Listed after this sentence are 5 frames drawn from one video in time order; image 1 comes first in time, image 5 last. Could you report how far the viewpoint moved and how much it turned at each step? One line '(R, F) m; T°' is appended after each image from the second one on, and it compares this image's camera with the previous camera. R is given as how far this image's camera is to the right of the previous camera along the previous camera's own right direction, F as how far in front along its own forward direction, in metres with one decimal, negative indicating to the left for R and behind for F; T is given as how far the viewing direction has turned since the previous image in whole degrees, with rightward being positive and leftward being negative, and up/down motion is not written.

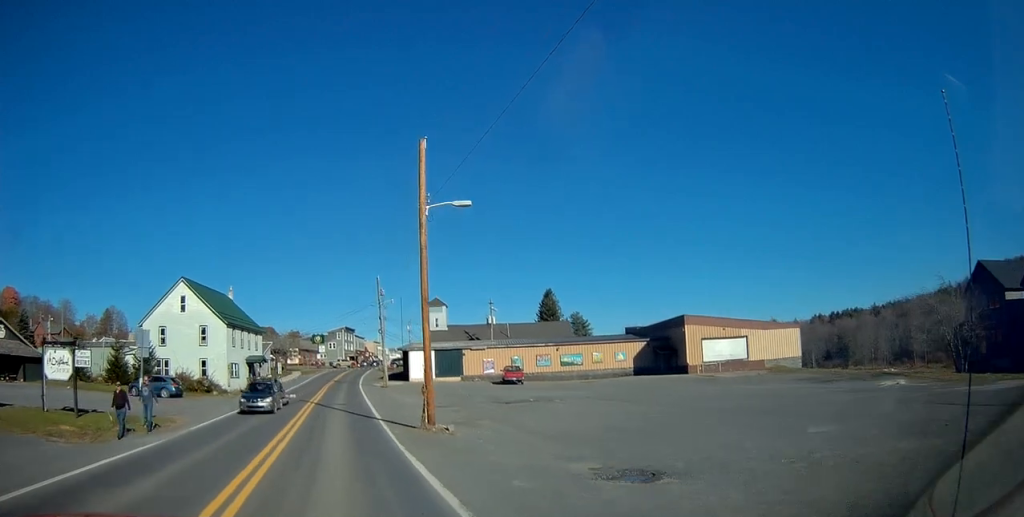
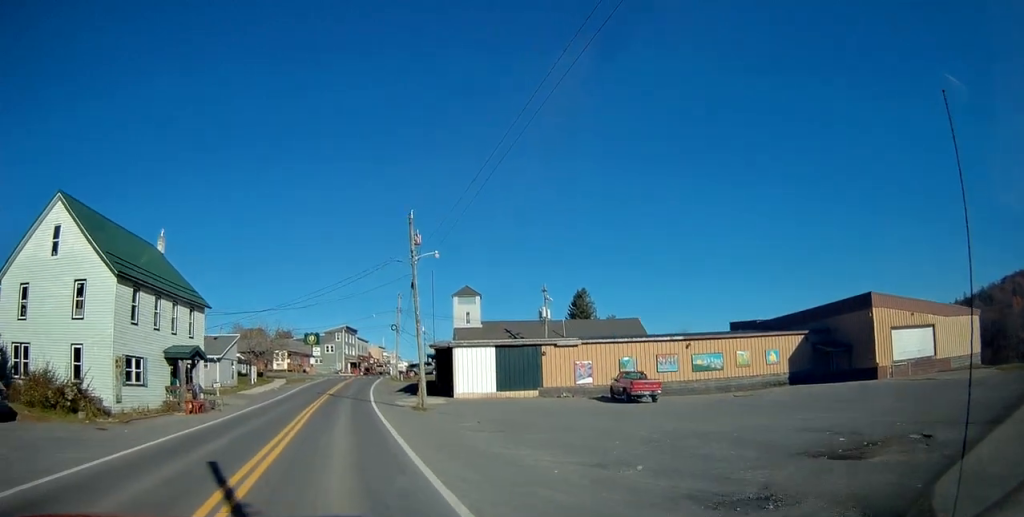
(0.0, +25.2) m; -2°
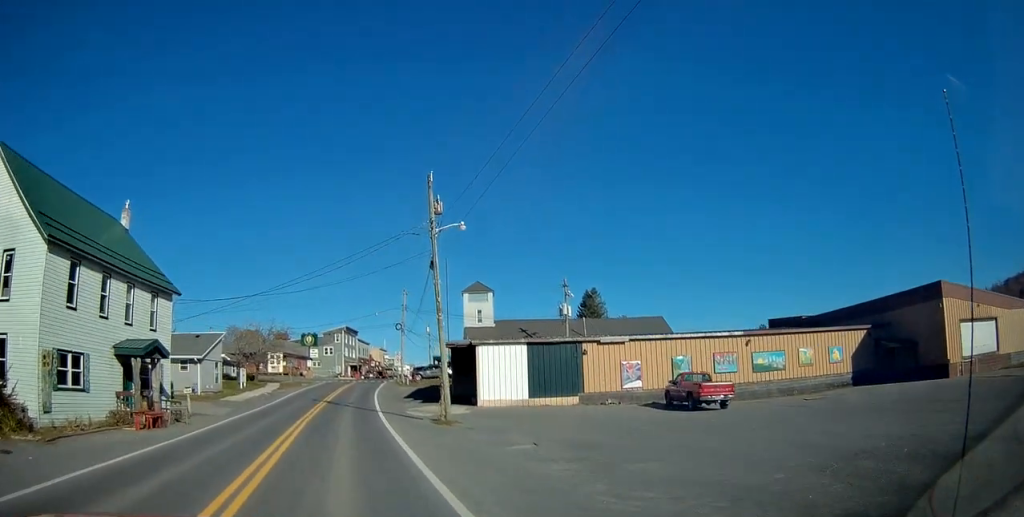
(-0.1, +6.8) m; +1°
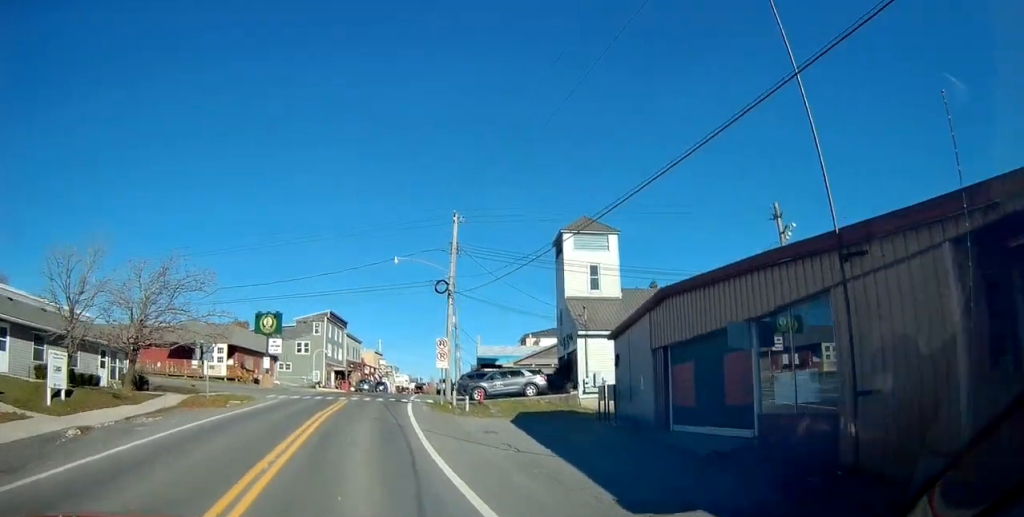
(+0.9, +35.7) m; +3°
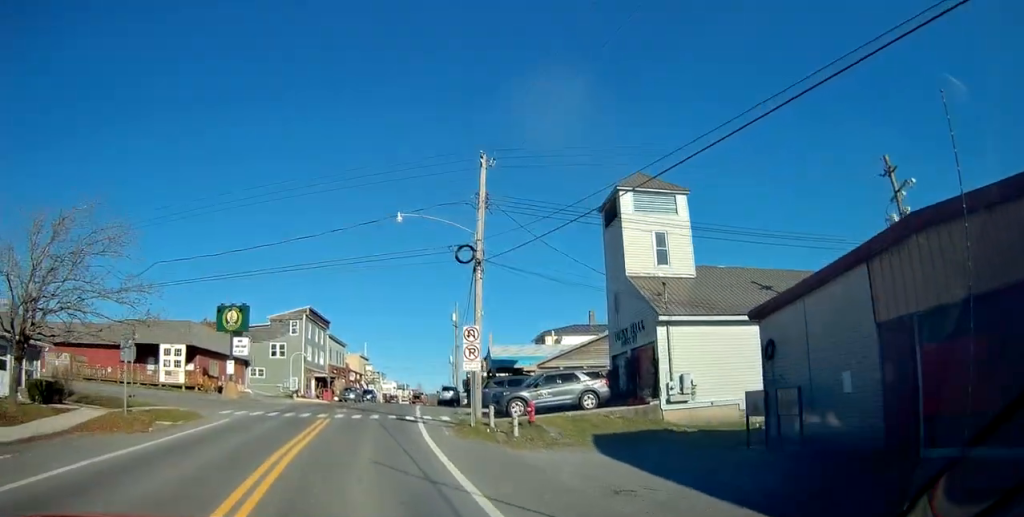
(+0.2, +10.2) m; +1°
